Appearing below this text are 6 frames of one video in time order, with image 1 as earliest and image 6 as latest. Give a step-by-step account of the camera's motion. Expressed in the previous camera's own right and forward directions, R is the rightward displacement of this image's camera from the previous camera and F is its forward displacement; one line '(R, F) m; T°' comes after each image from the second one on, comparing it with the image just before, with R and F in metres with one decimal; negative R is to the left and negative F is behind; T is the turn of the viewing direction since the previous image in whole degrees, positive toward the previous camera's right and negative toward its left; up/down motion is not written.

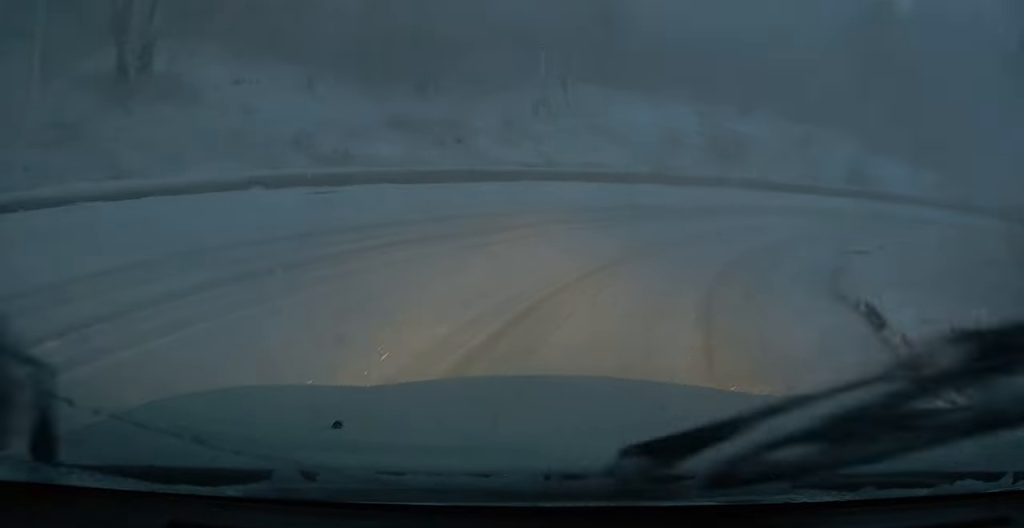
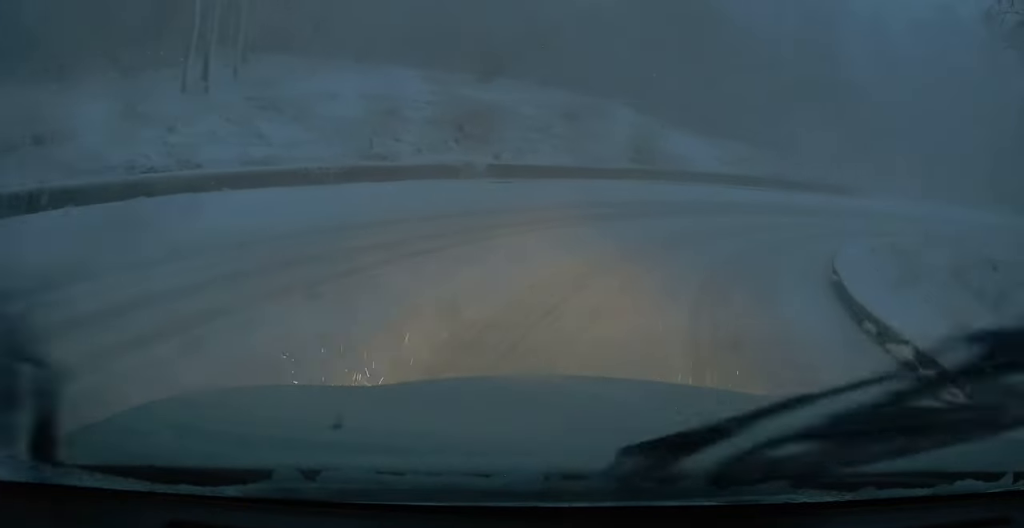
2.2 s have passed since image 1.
(+1.6, +12.1) m; +22°
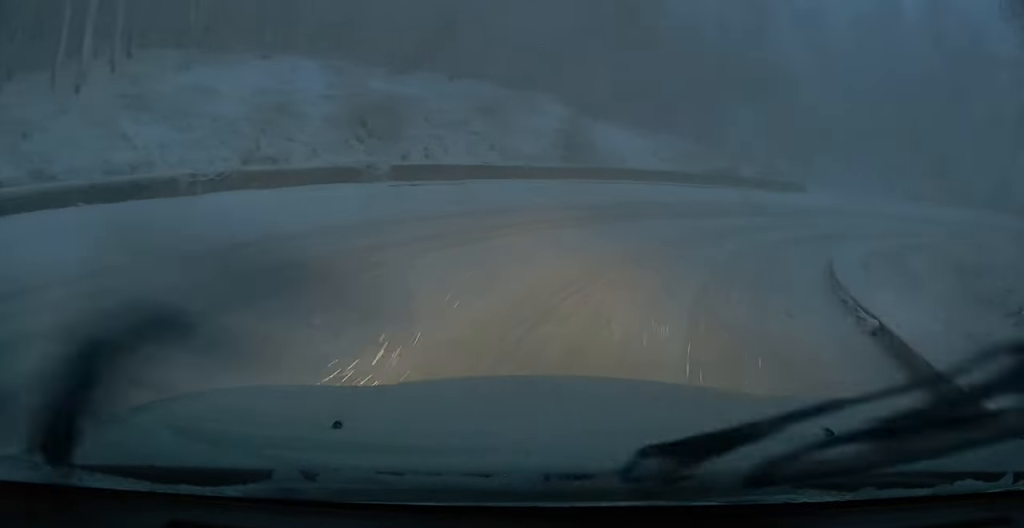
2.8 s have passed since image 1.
(+0.5, +3.2) m; +14°
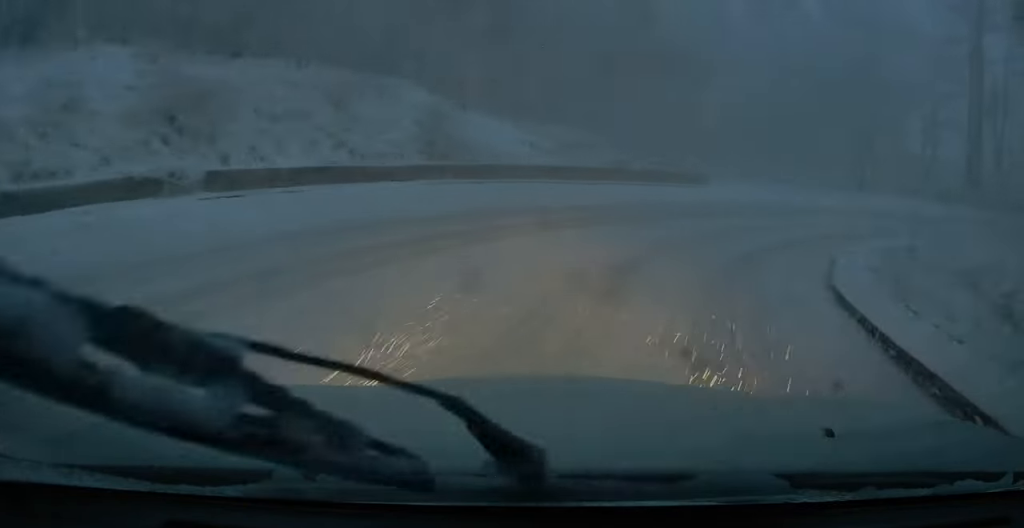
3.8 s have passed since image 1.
(+0.6, +4.9) m; +14°
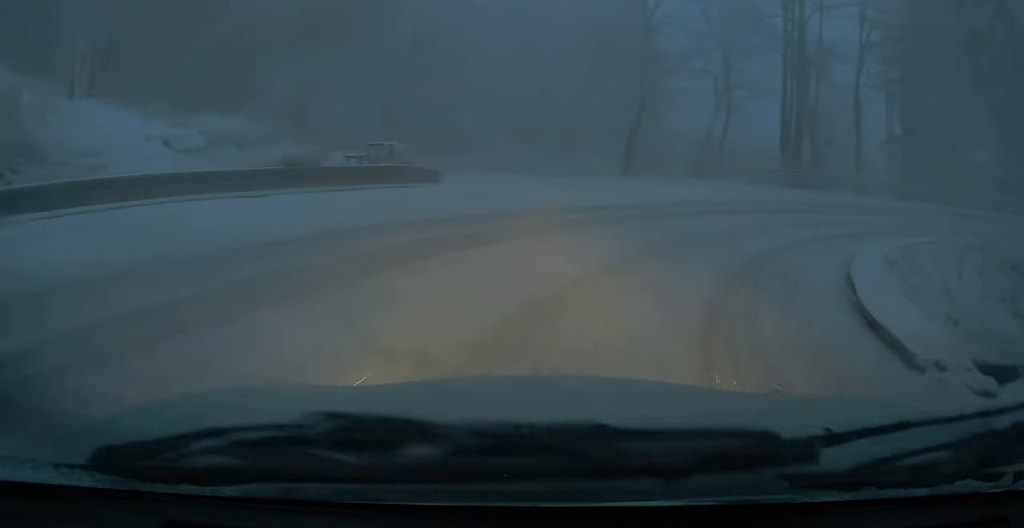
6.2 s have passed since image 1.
(+2.5, +10.5) m; +19°
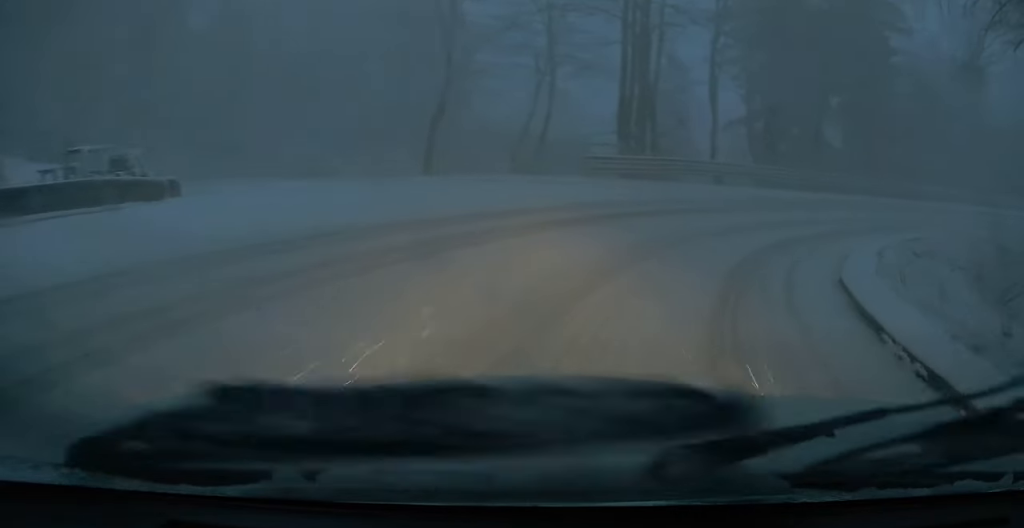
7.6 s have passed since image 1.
(-0.1, +6.5) m; +15°
